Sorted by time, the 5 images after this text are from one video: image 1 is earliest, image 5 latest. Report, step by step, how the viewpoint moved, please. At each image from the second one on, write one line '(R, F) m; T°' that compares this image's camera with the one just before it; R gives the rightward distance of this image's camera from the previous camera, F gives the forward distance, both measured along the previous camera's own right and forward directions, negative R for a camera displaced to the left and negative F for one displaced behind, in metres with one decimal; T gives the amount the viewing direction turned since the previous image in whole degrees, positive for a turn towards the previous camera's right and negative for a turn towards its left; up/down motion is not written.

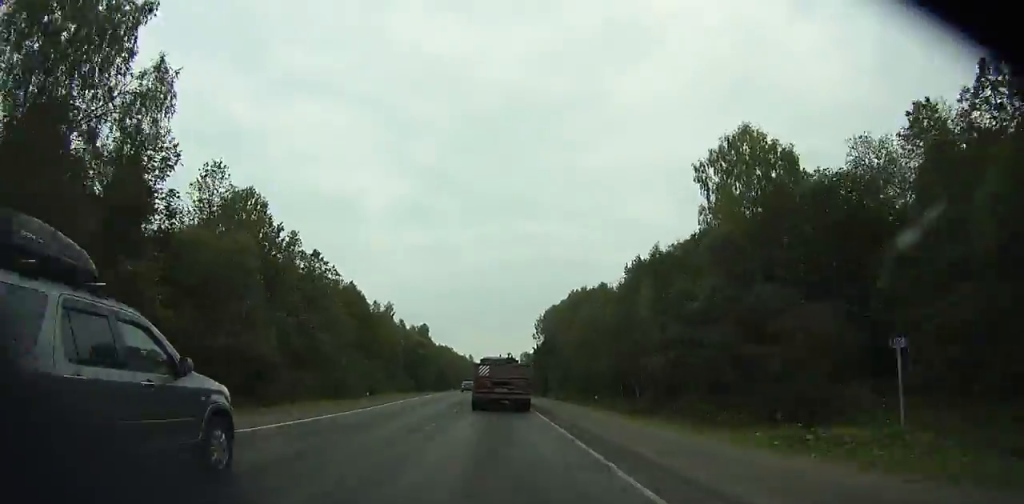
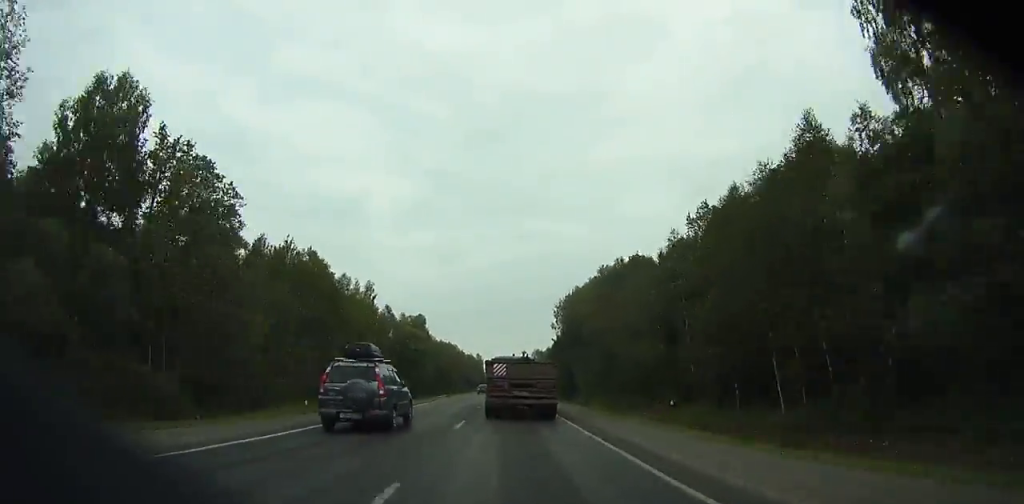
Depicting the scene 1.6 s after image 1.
(-0.1, +31.1) m; 0°
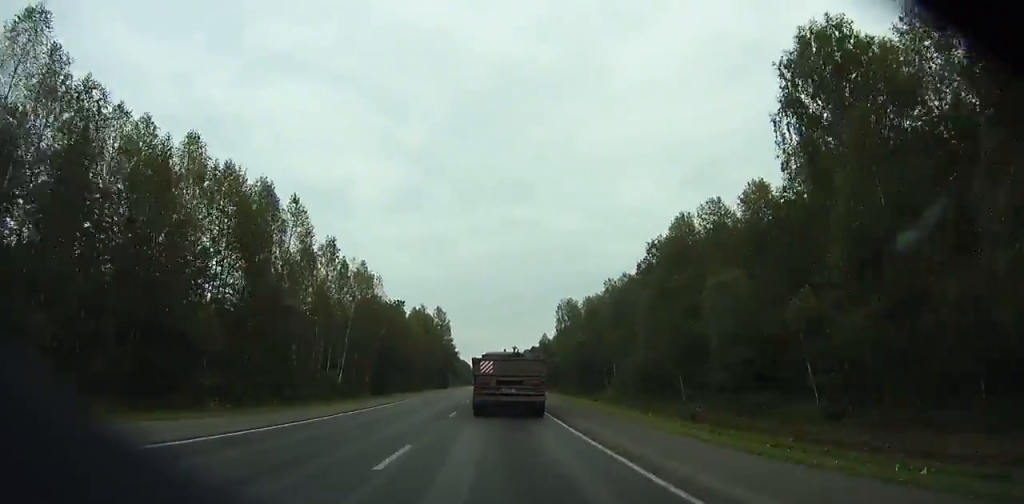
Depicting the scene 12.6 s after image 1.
(+0.4, +199.2) m; 0°
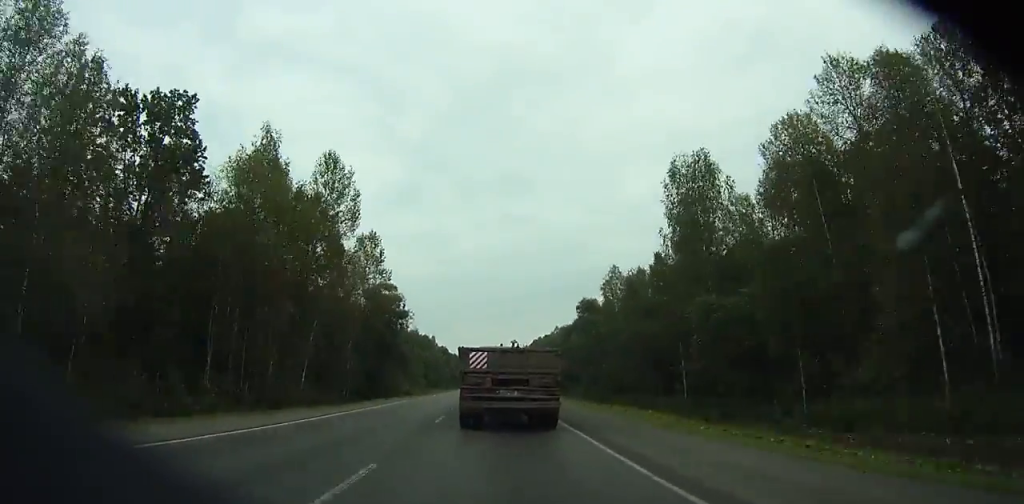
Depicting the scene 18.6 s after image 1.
(+0.4, +105.7) m; 0°
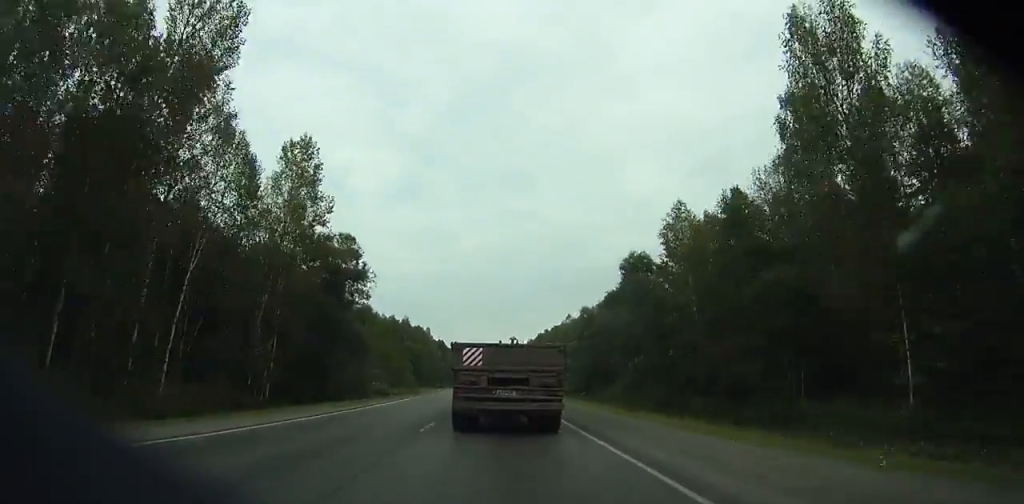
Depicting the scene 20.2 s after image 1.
(-0.1, +27.6) m; 0°
